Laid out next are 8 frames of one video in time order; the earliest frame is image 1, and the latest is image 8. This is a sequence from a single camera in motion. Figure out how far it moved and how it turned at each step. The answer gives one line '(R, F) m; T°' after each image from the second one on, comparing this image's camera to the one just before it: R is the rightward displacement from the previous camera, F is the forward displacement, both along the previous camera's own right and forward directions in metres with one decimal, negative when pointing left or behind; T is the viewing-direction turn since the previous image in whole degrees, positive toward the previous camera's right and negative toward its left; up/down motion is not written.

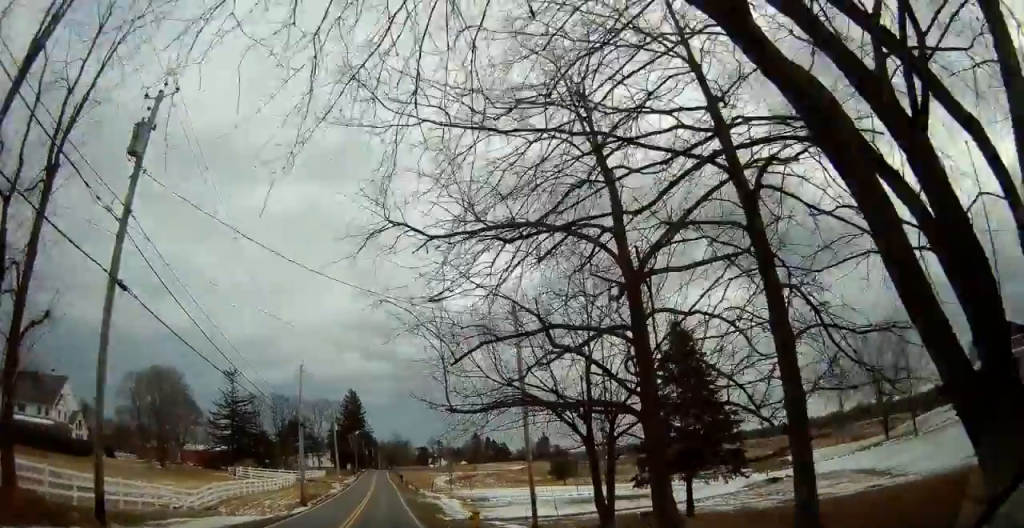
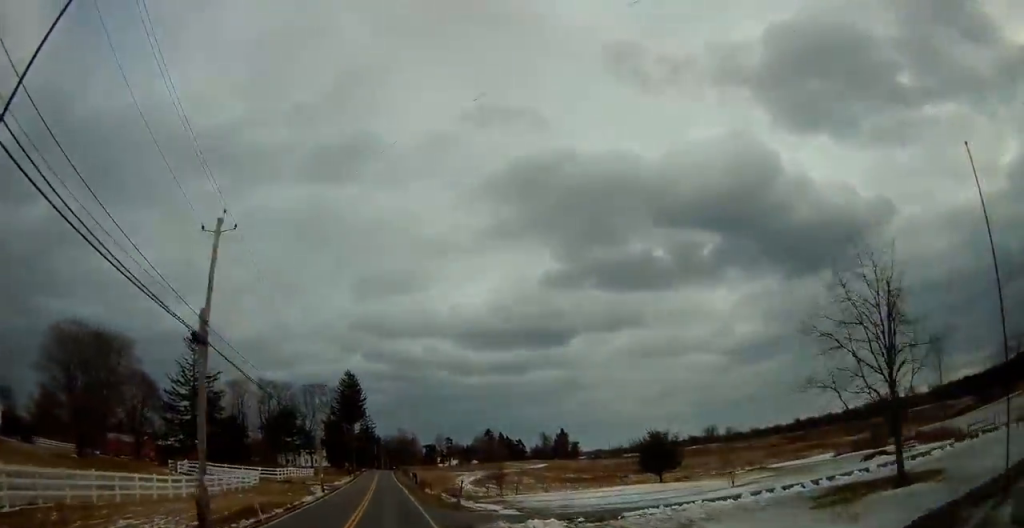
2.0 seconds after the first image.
(0.0, +27.2) m; 0°
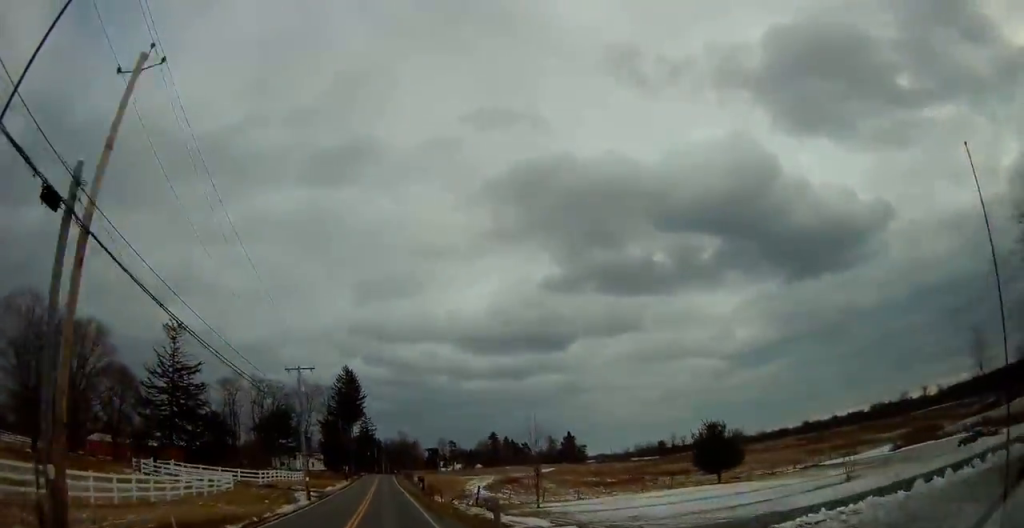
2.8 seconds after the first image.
(-0.2, +10.1) m; 0°
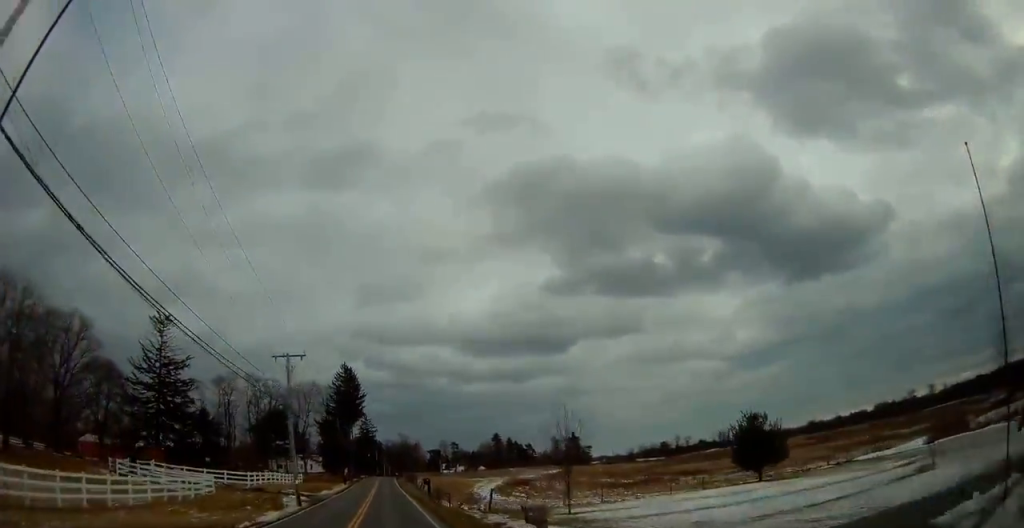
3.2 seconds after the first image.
(0.0, +5.5) m; 0°
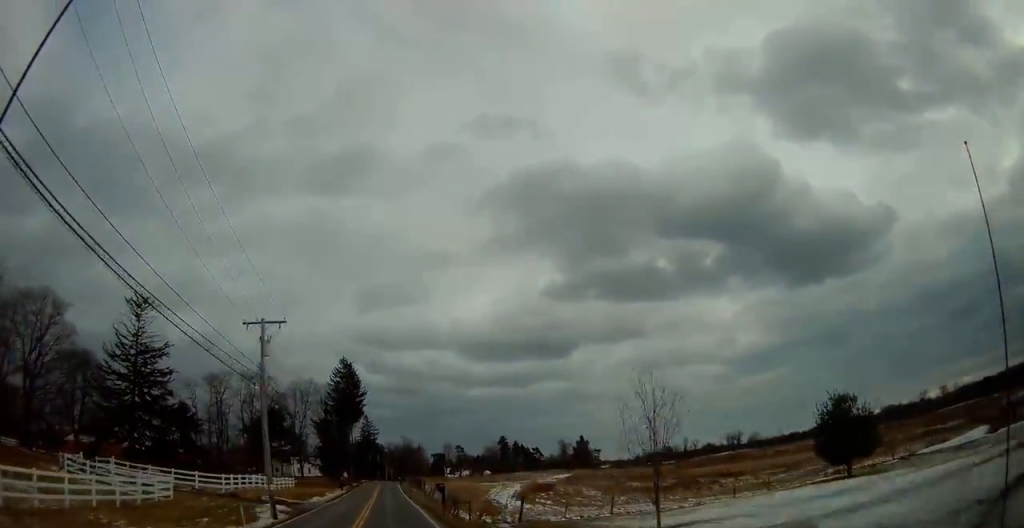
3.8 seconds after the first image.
(+0.1, +9.1) m; 0°
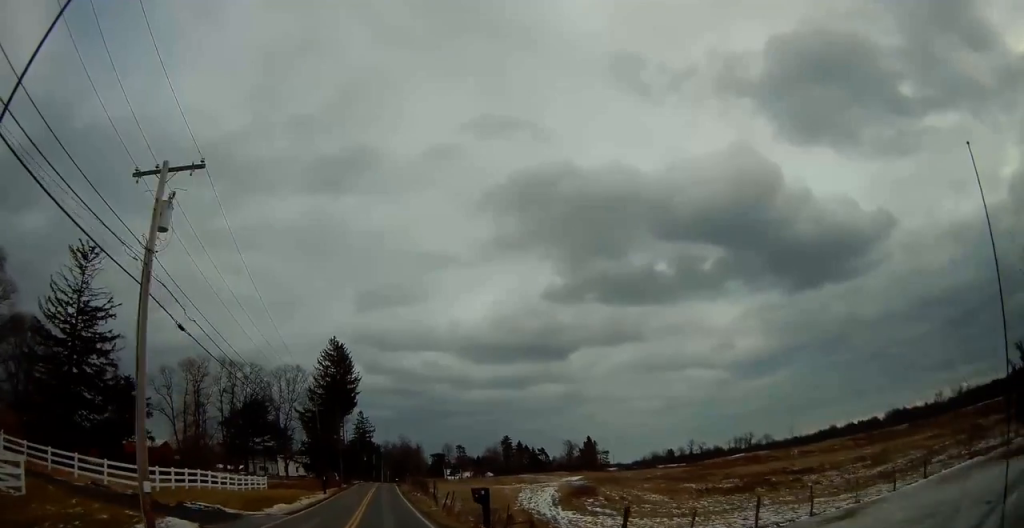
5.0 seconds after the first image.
(0.0, +15.5) m; 0°
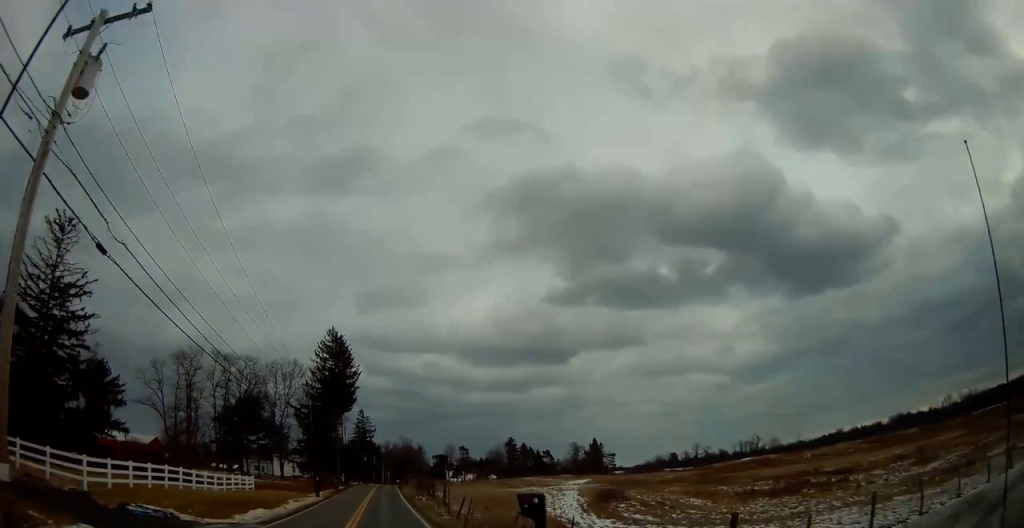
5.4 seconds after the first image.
(0.0, +6.3) m; 0°
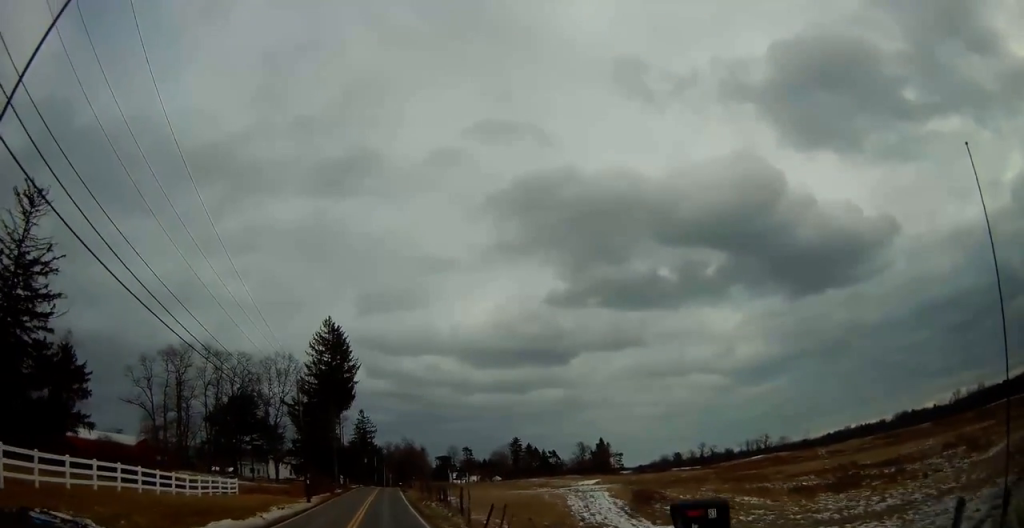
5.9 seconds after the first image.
(0.0, +6.8) m; 0°
